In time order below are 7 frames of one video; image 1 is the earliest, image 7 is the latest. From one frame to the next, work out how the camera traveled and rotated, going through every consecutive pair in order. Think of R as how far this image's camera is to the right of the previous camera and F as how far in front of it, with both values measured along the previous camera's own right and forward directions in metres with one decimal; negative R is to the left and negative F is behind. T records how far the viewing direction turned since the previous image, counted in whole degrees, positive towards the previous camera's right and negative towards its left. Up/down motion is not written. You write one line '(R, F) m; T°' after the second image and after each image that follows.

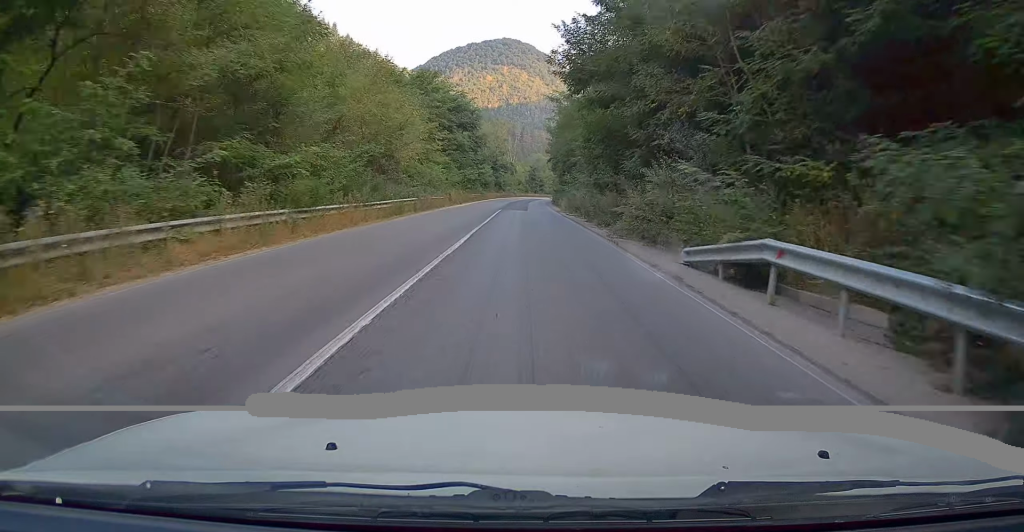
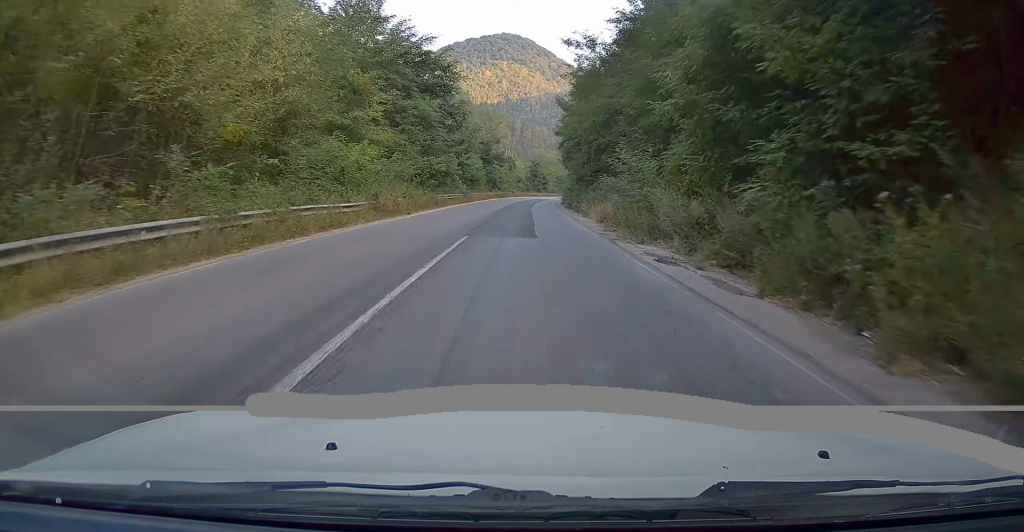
(+0.2, +25.8) m; 0°
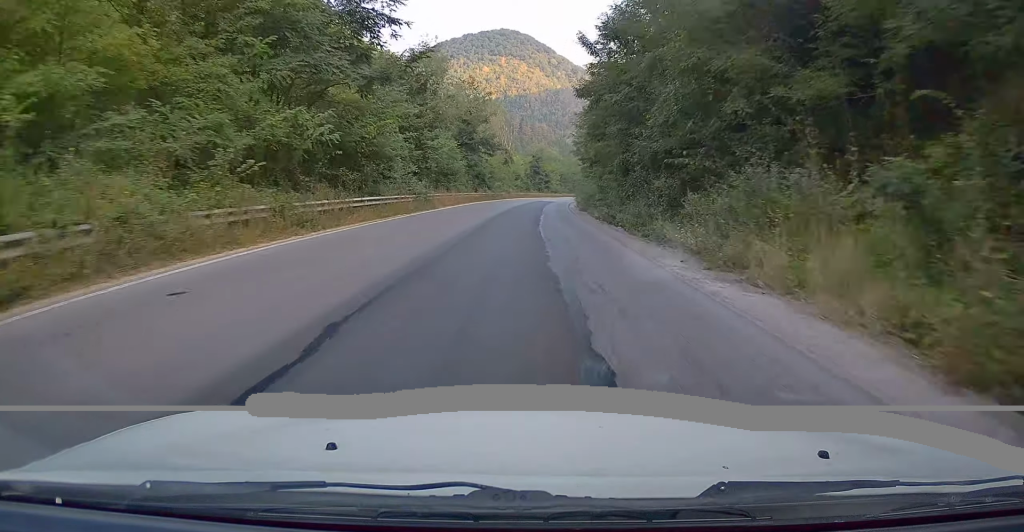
(-0.2, +25.7) m; 0°
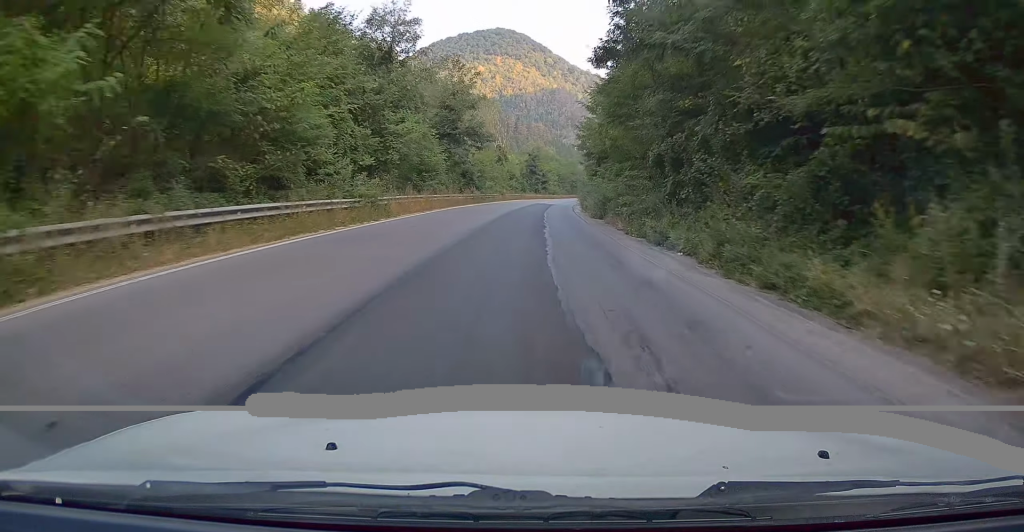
(0.0, +10.9) m; 0°
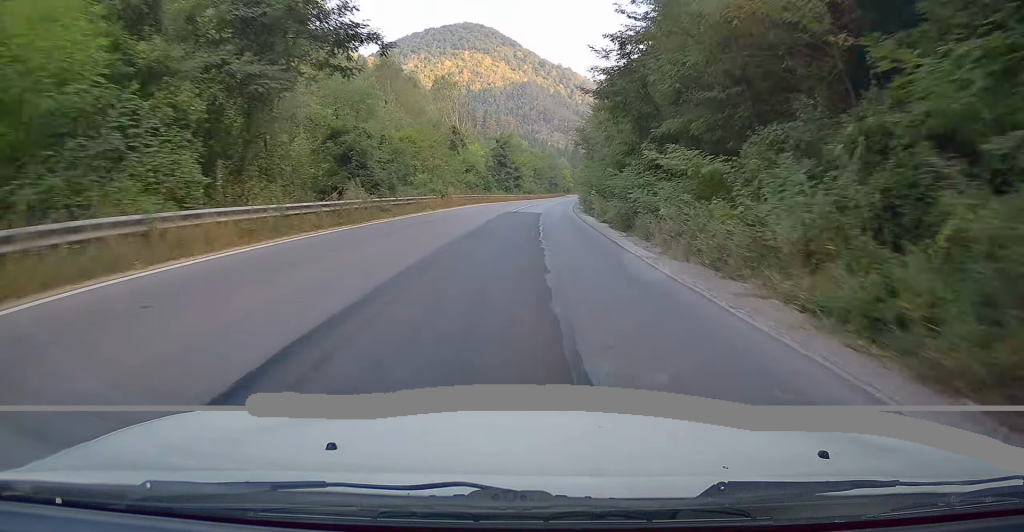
(-0.1, +33.3) m; 0°
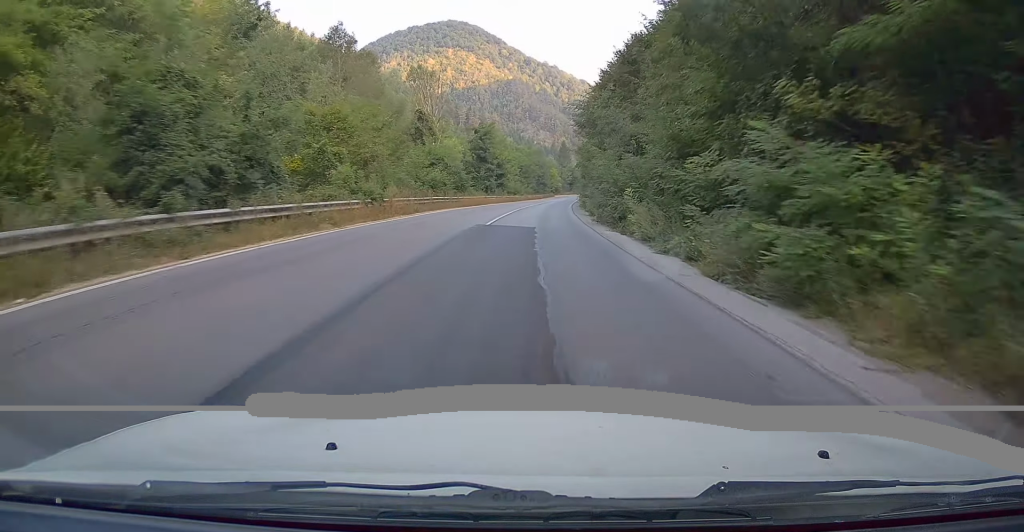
(-0.1, +15.5) m; +1°
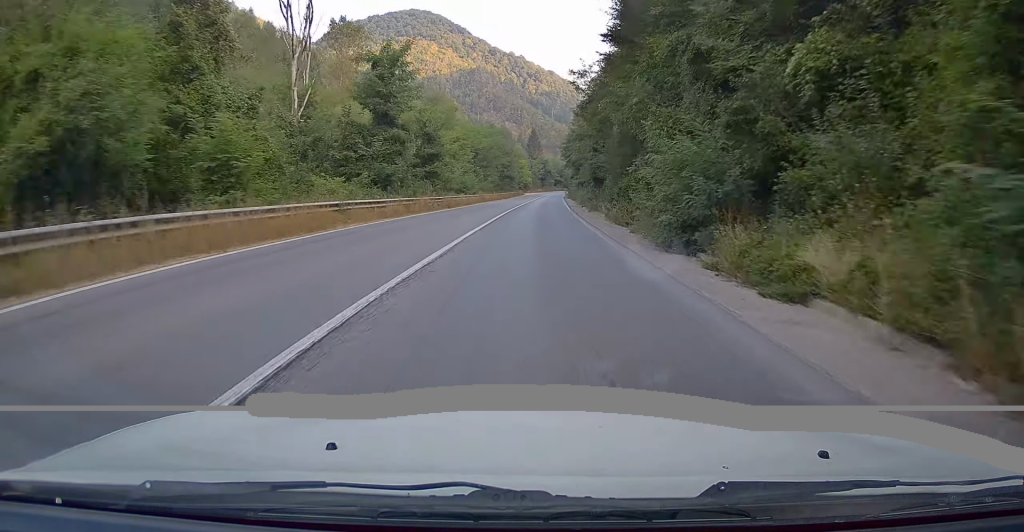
(+1.5, +41.4) m; +4°
